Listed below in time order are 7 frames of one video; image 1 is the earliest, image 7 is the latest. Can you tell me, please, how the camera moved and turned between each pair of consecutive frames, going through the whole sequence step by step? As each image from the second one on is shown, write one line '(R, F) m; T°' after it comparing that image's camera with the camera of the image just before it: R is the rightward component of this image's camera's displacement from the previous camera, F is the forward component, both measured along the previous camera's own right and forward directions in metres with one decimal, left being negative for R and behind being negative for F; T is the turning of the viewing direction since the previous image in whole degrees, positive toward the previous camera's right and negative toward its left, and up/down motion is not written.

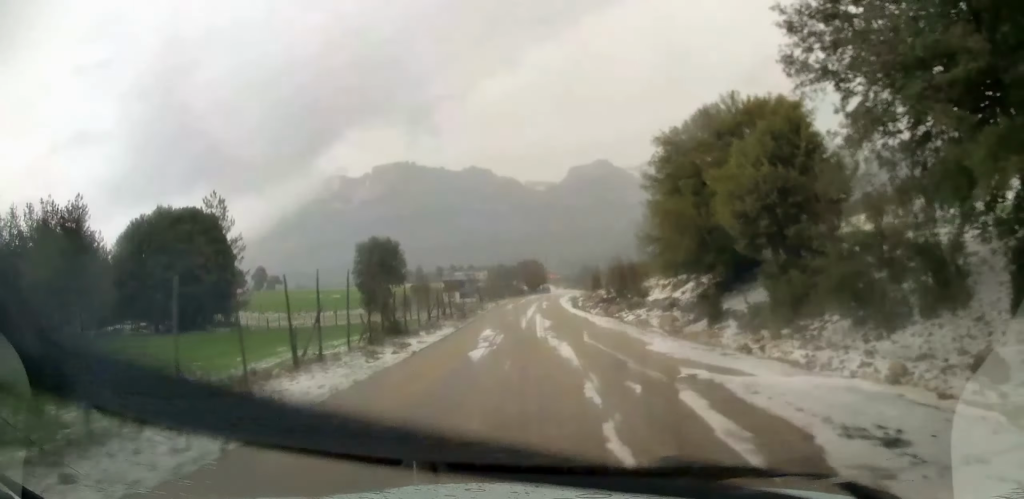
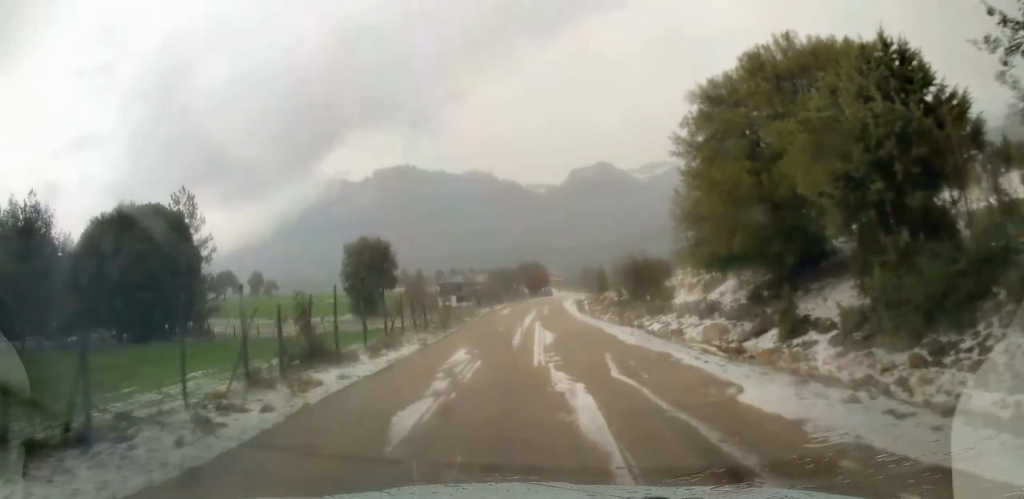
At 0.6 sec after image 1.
(-0.2, +6.8) m; -1°
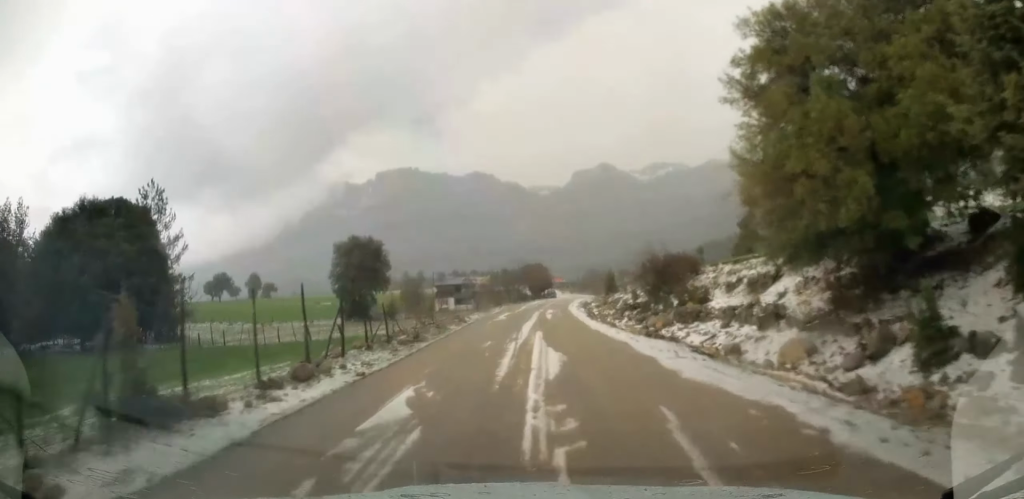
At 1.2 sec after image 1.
(-0.1, +6.1) m; -1°
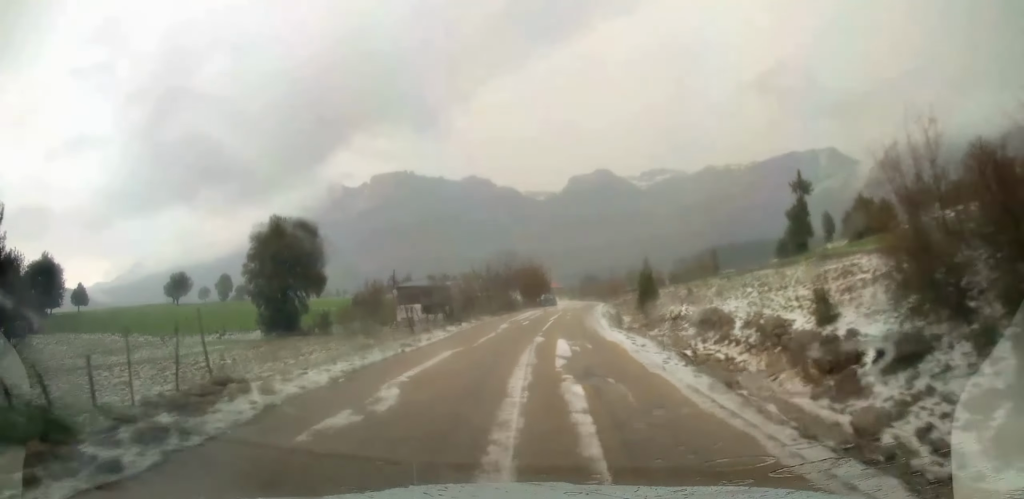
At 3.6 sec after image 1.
(+0.1, +25.4) m; +2°
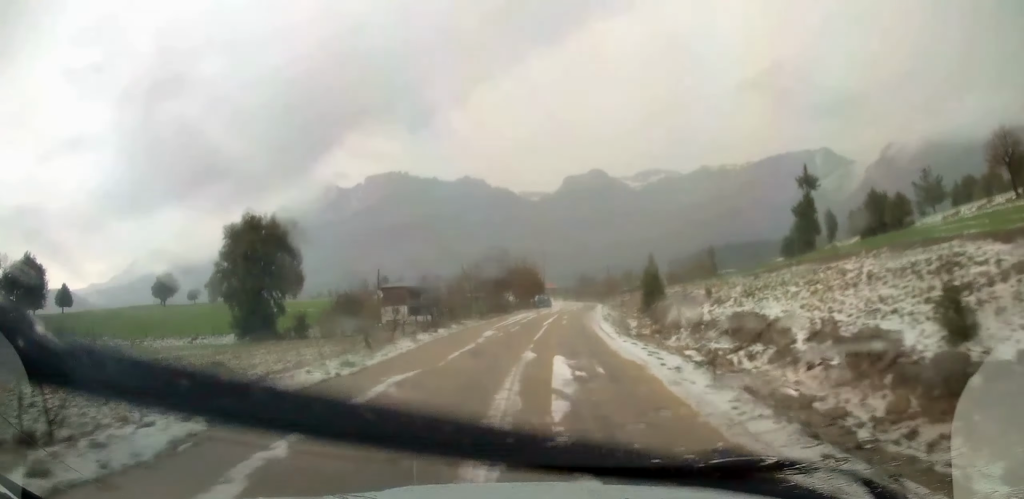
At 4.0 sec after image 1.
(0.0, +4.7) m; +1°
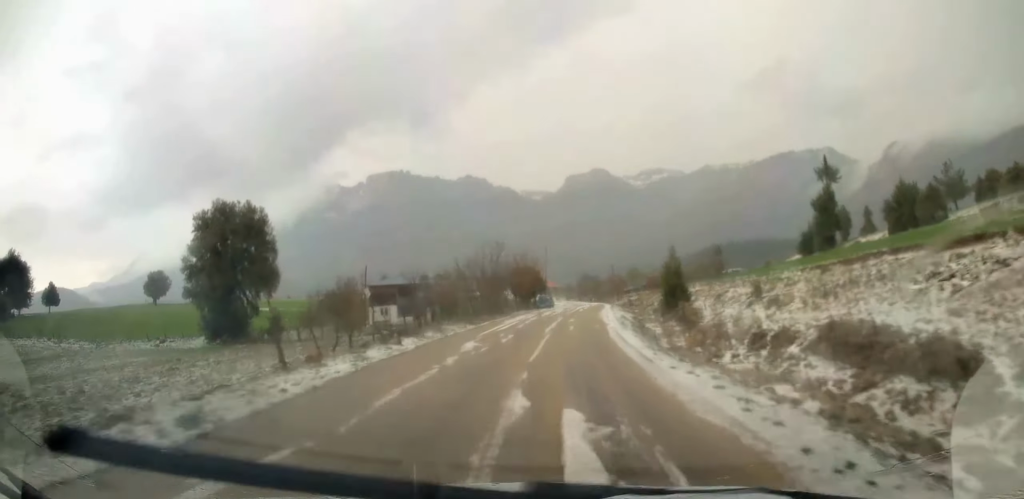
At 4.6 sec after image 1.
(+0.1, +6.1) m; 0°
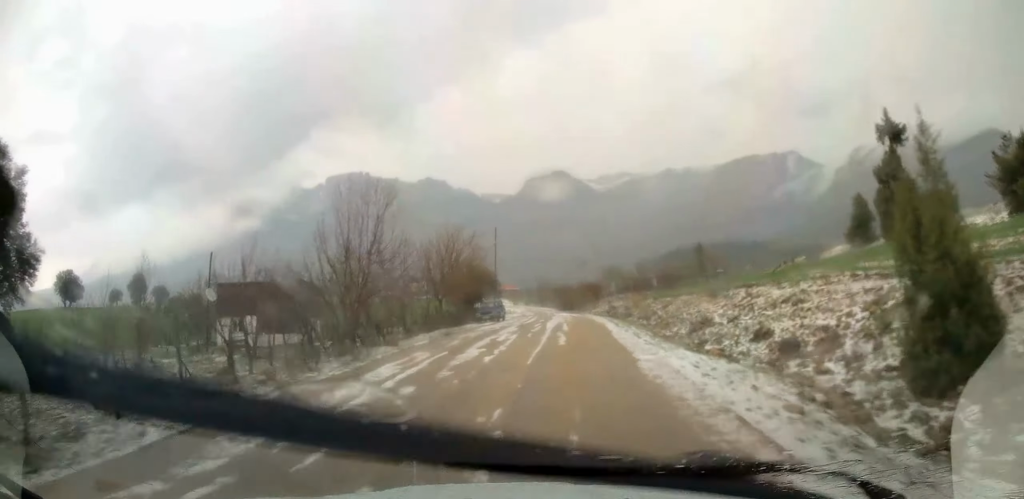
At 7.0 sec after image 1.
(+0.1, +26.2) m; +3°
